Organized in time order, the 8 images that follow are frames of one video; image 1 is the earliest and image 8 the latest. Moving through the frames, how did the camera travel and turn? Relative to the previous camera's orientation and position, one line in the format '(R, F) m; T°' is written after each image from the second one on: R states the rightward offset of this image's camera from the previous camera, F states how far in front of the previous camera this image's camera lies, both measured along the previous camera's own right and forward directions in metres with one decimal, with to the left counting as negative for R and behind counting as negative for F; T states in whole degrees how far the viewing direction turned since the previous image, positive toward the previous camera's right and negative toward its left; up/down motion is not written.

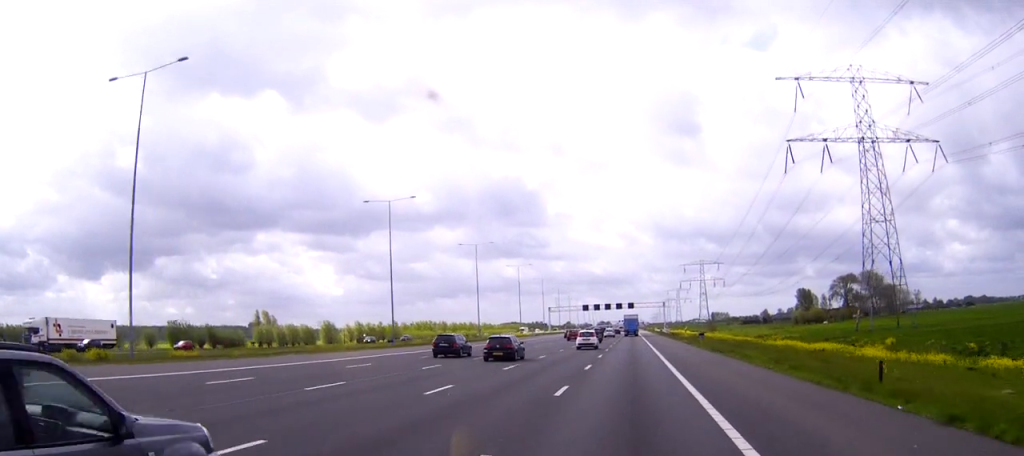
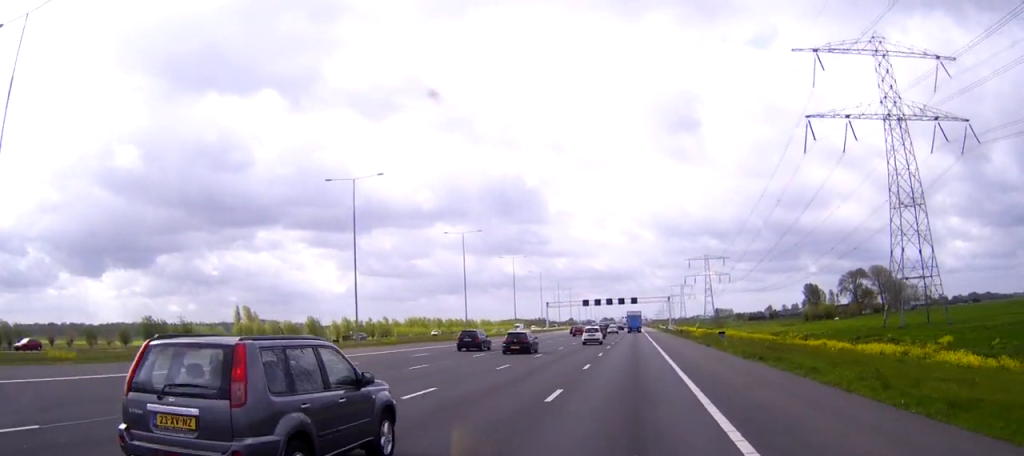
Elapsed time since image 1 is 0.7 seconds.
(0.0, +14.1) m; 0°
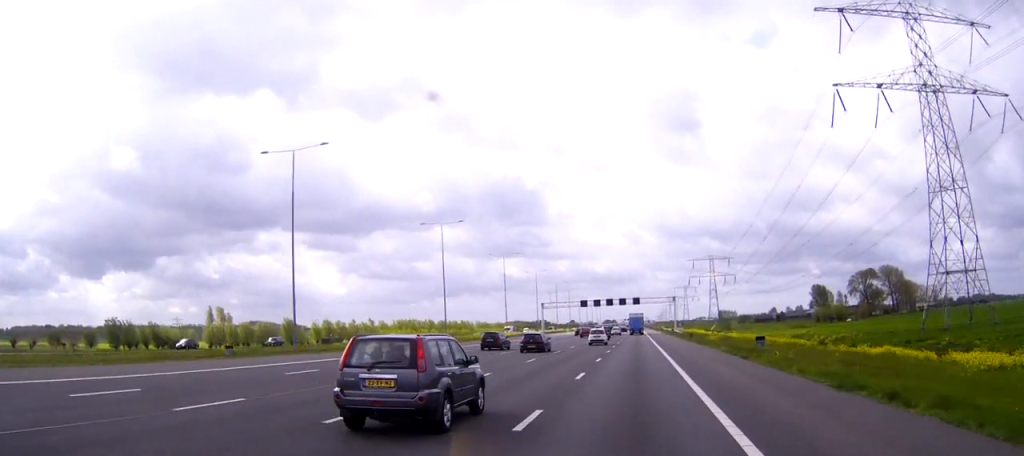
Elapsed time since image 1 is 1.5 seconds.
(0.0, +16.9) m; 0°
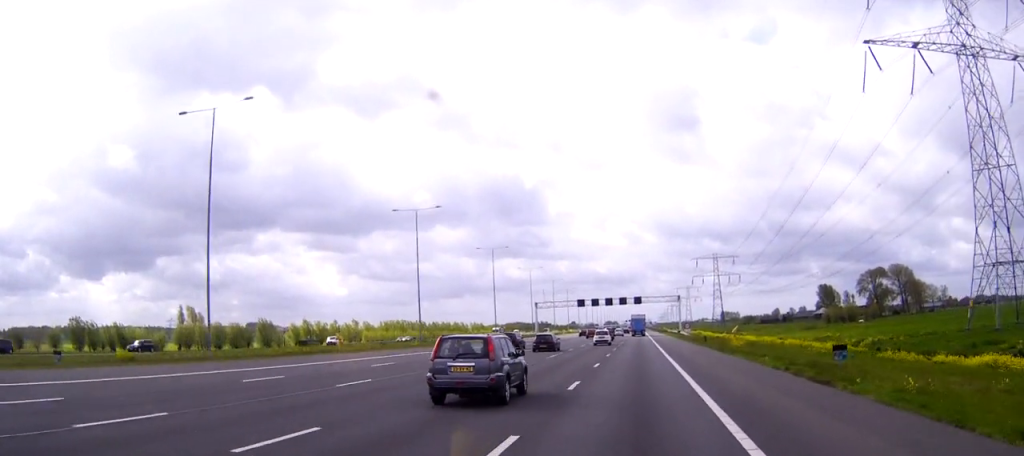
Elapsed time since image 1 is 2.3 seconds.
(0.0, +15.4) m; 0°
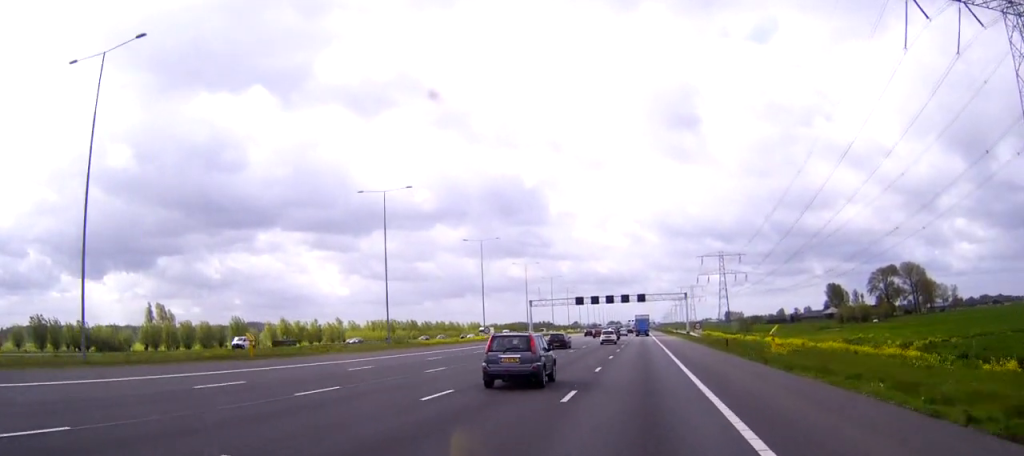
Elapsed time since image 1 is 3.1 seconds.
(0.0, +15.4) m; 0°
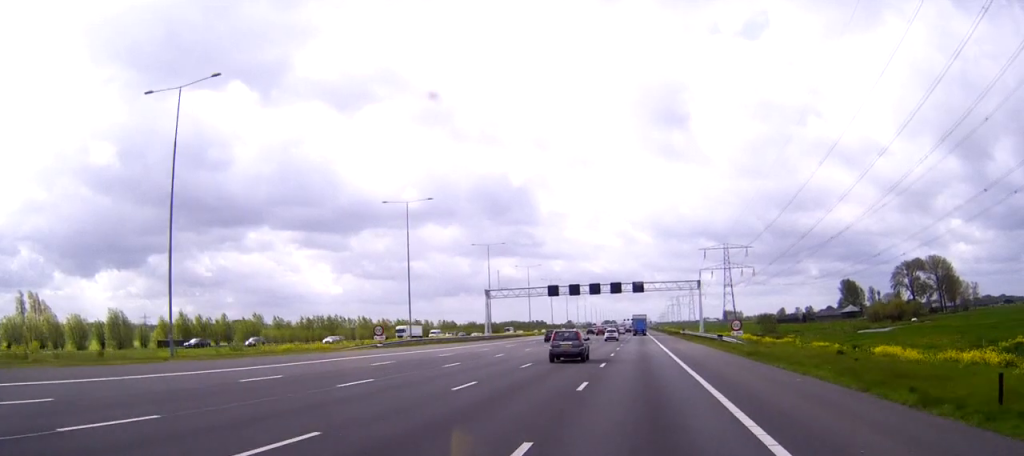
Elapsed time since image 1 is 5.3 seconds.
(0.0, +45.7) m; 0°
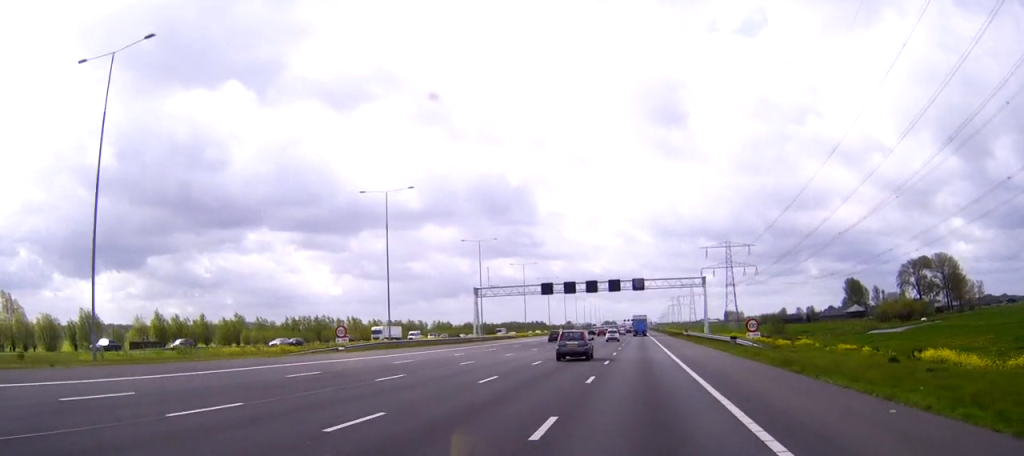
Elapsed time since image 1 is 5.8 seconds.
(0.0, +8.8) m; 0°
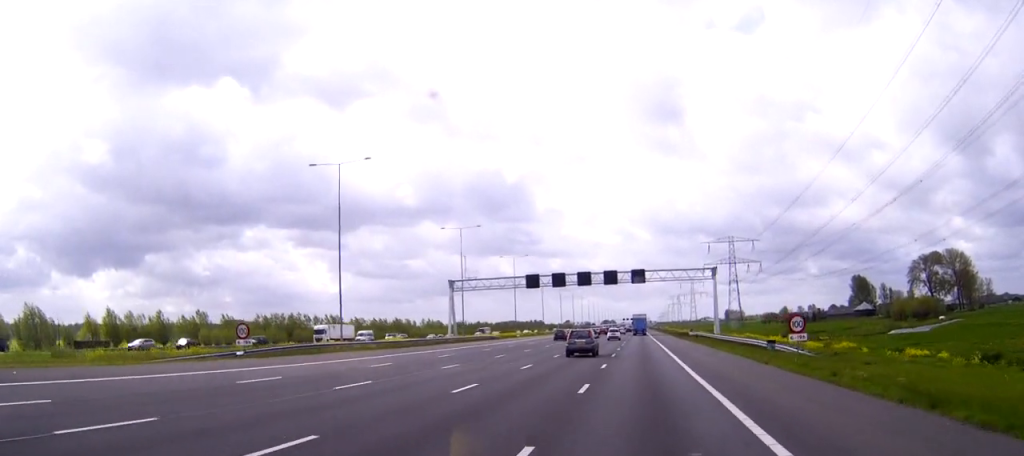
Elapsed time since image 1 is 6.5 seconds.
(0.0, +15.5) m; 0°
